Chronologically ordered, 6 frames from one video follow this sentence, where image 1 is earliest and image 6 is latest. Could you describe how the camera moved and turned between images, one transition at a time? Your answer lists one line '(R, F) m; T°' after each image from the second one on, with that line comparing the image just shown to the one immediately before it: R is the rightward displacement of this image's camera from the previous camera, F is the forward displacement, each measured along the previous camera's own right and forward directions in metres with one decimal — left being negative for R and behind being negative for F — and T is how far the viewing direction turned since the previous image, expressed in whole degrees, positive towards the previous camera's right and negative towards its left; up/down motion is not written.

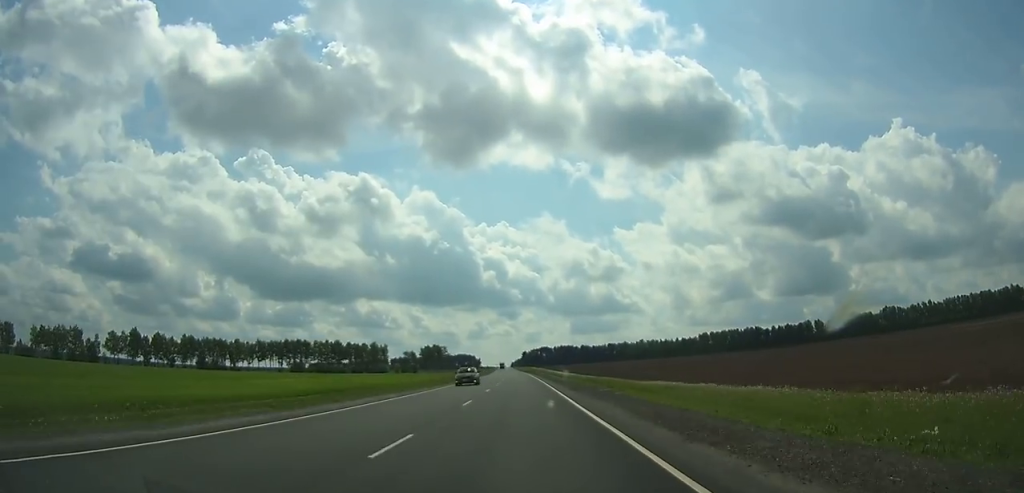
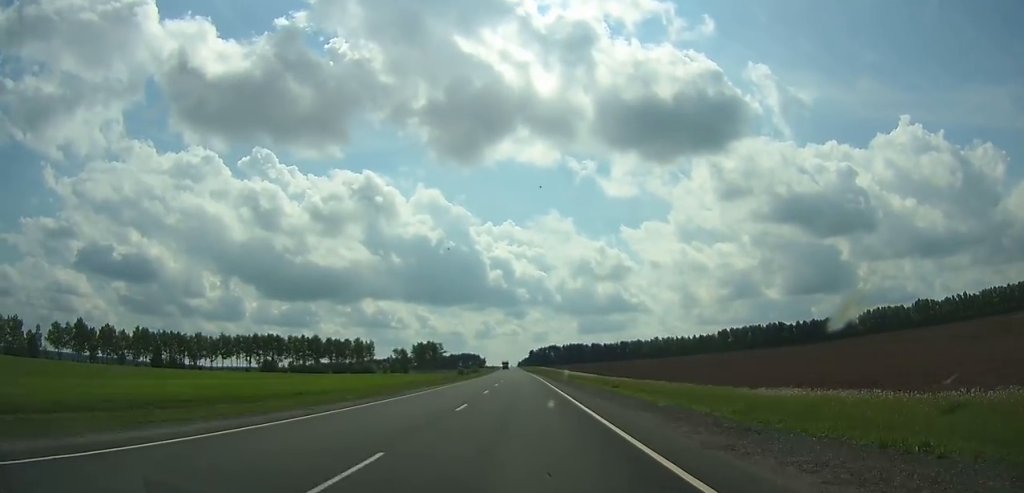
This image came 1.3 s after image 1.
(-0.1, +38.4) m; -1°
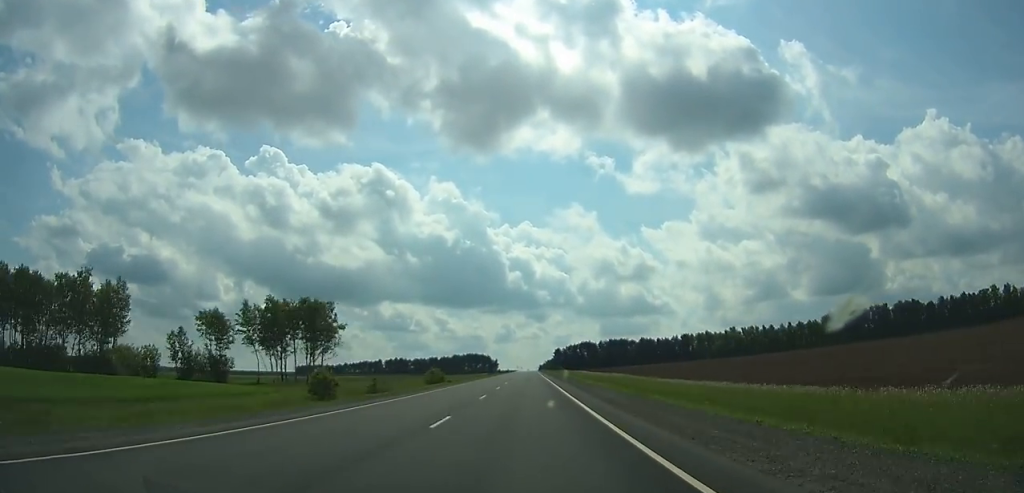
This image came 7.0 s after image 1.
(-2.7, +171.5) m; -1°
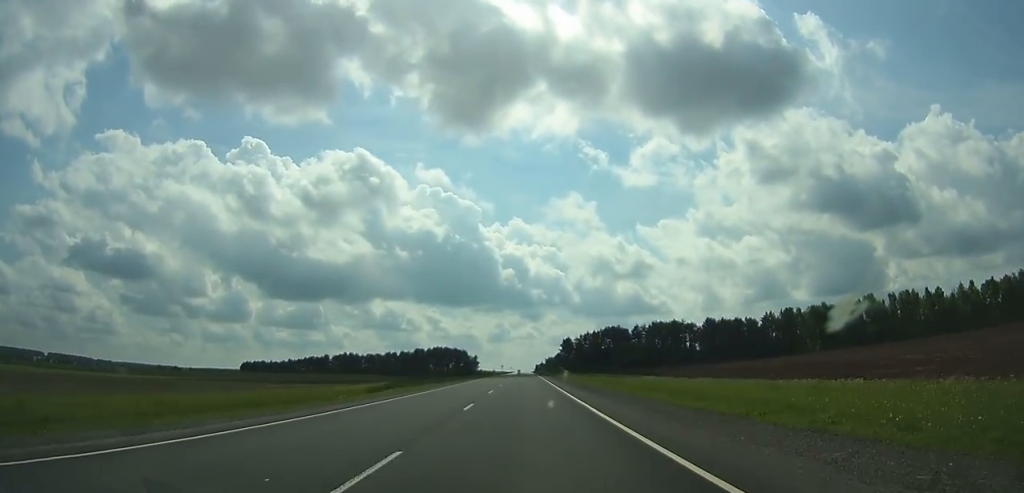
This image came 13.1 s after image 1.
(-0.5, +184.3) m; 0°
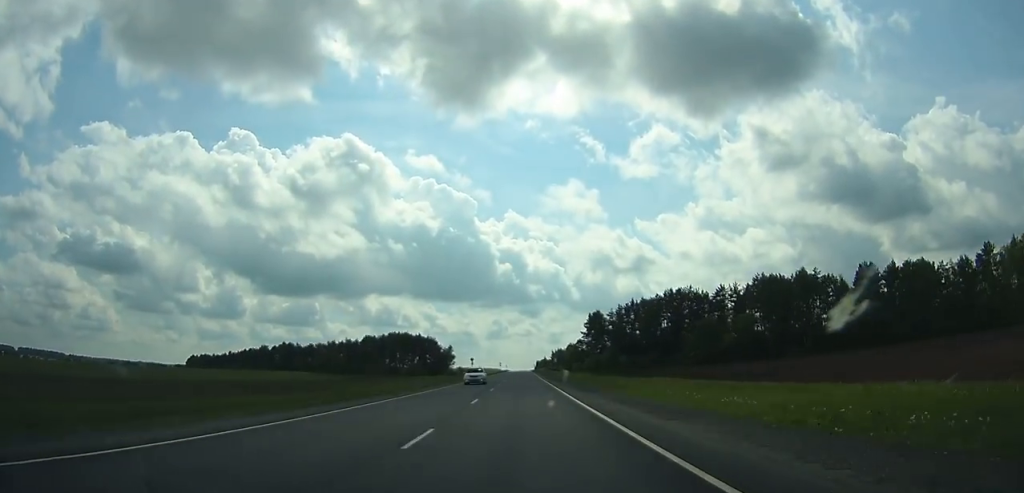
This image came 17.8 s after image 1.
(+0.1, +137.6) m; 0°
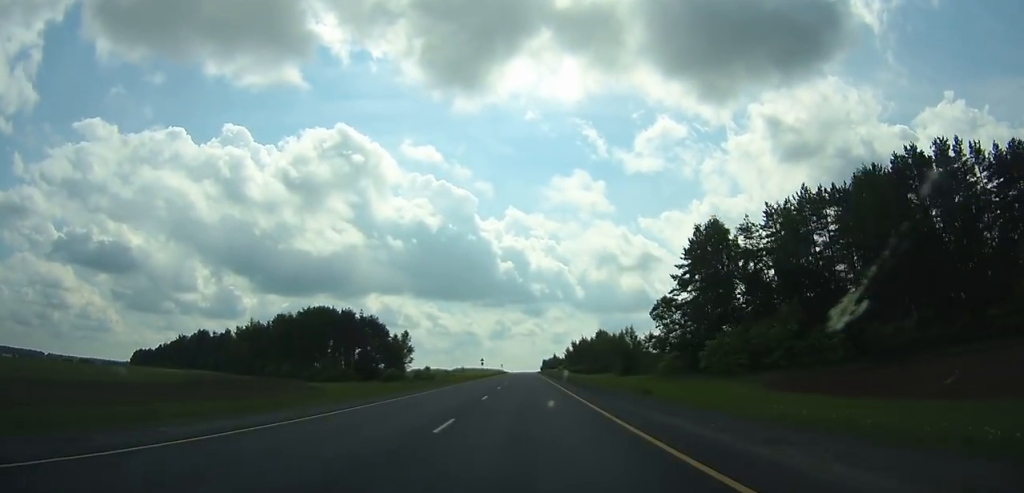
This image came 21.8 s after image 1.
(0.0, +111.5) m; 0°
